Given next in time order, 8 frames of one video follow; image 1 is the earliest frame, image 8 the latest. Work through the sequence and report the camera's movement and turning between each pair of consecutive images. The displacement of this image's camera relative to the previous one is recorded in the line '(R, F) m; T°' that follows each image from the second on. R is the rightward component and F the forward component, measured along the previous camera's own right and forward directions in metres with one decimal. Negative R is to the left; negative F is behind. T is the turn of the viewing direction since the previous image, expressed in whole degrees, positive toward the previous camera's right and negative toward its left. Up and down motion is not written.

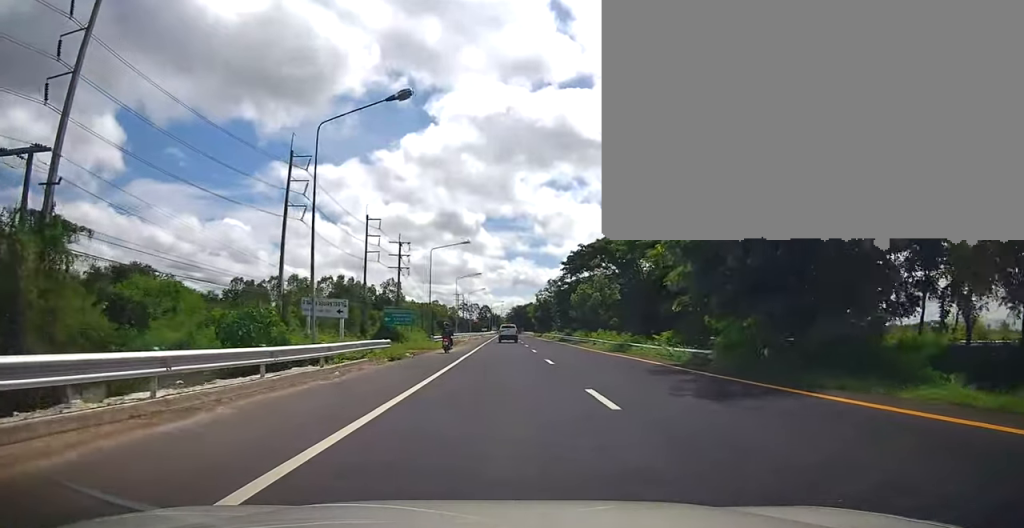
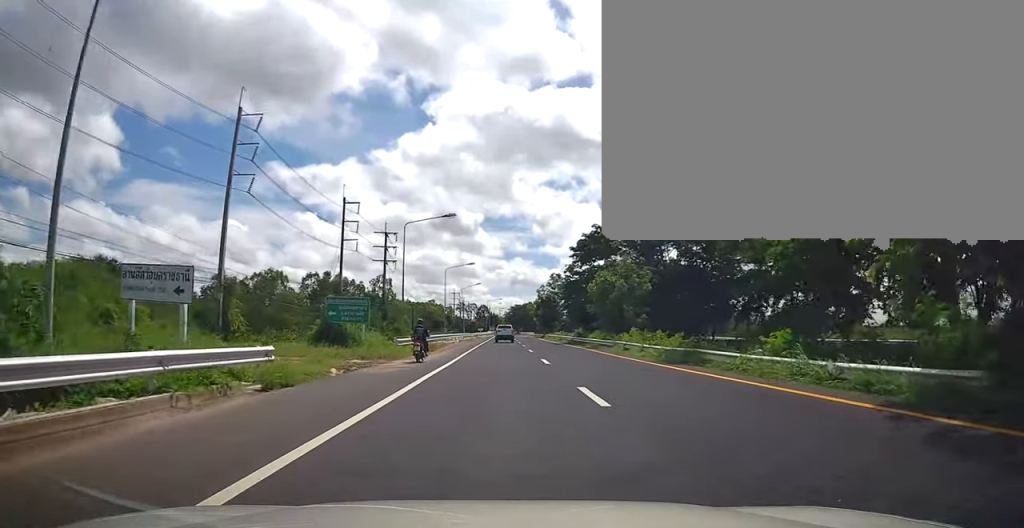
(-0.2, +11.7) m; -1°
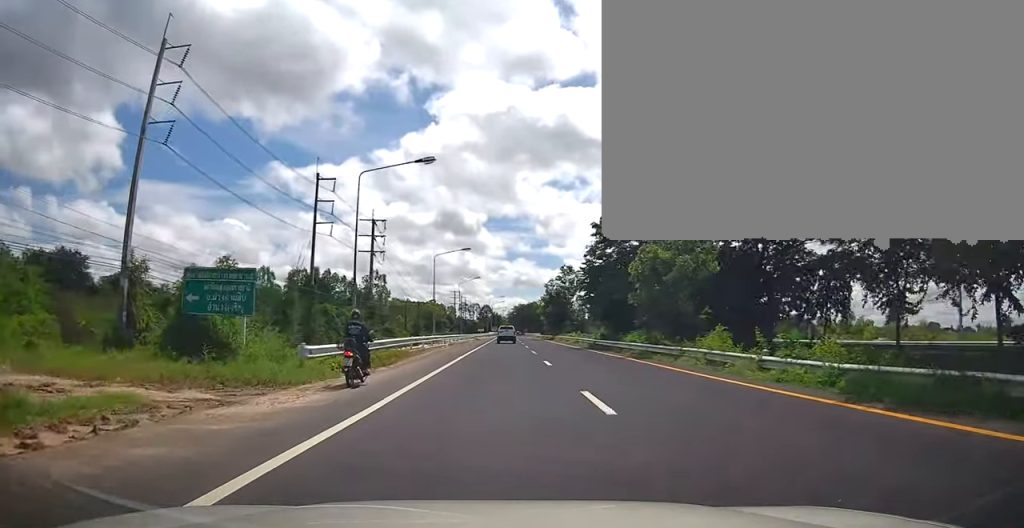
(+0.1, +12.6) m; 0°
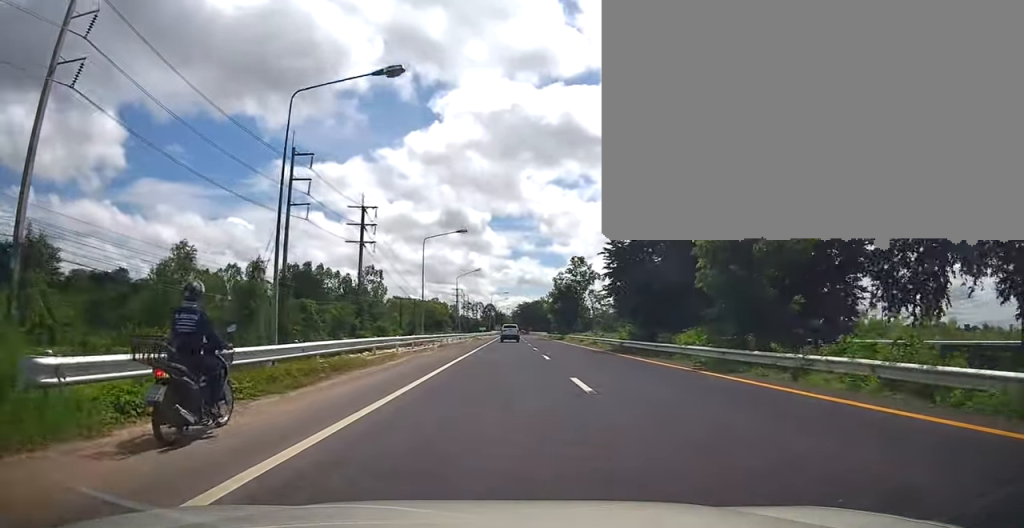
(0.0, +9.1) m; 0°
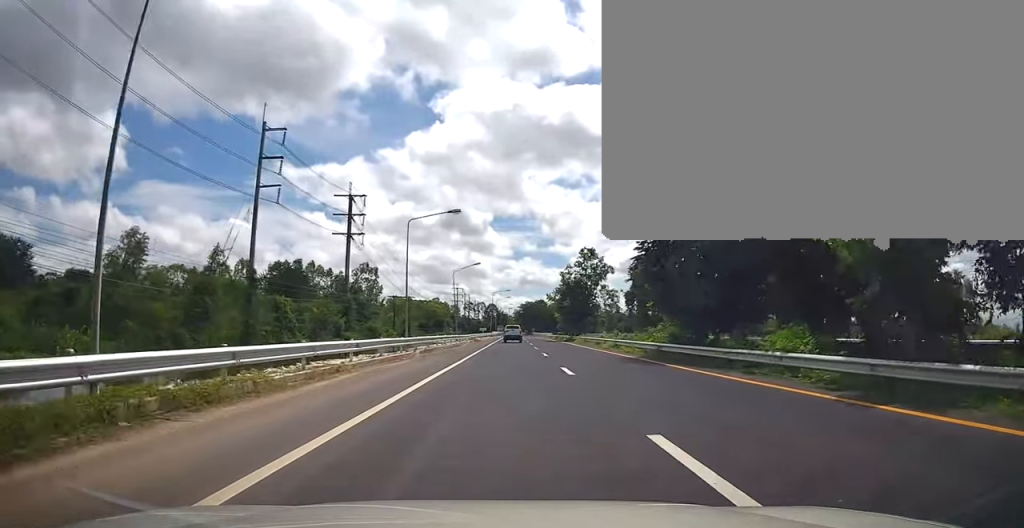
(0.0, +7.8) m; 0°
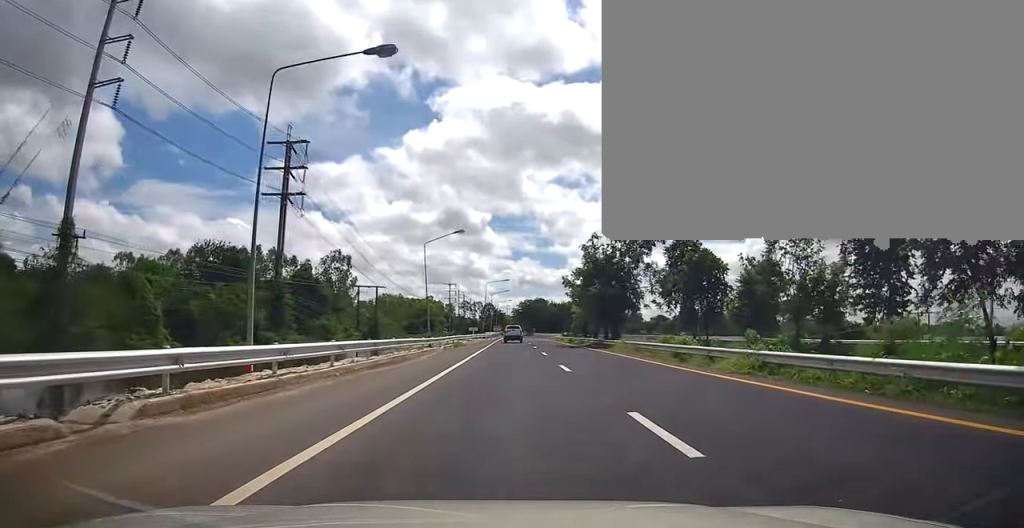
(-0.1, +22.4) m; 0°
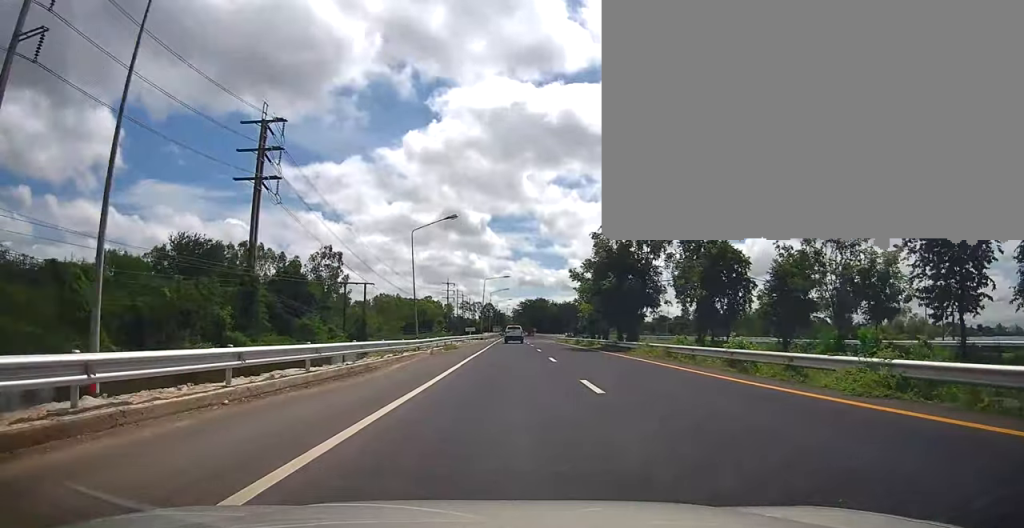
(0.0, +6.1) m; 0°
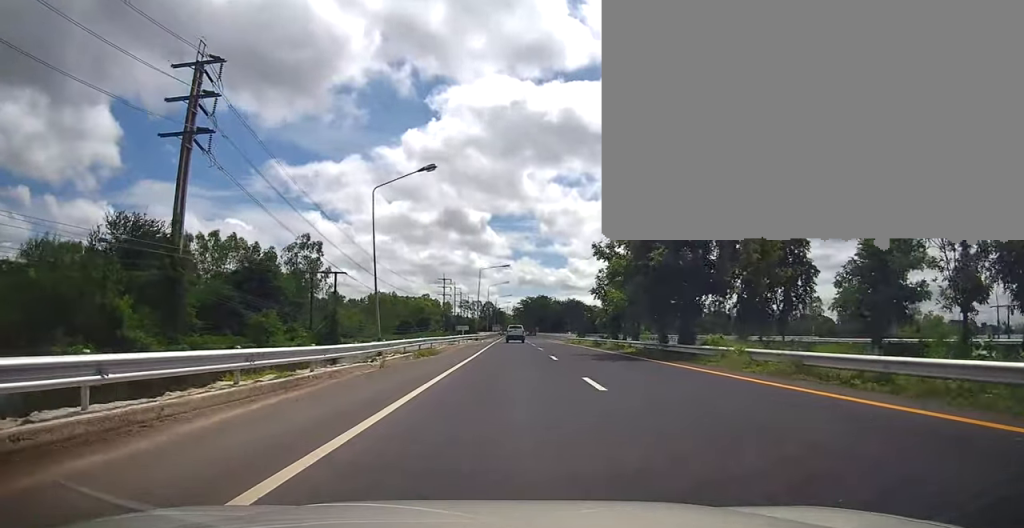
(0.0, +11.9) m; 0°
